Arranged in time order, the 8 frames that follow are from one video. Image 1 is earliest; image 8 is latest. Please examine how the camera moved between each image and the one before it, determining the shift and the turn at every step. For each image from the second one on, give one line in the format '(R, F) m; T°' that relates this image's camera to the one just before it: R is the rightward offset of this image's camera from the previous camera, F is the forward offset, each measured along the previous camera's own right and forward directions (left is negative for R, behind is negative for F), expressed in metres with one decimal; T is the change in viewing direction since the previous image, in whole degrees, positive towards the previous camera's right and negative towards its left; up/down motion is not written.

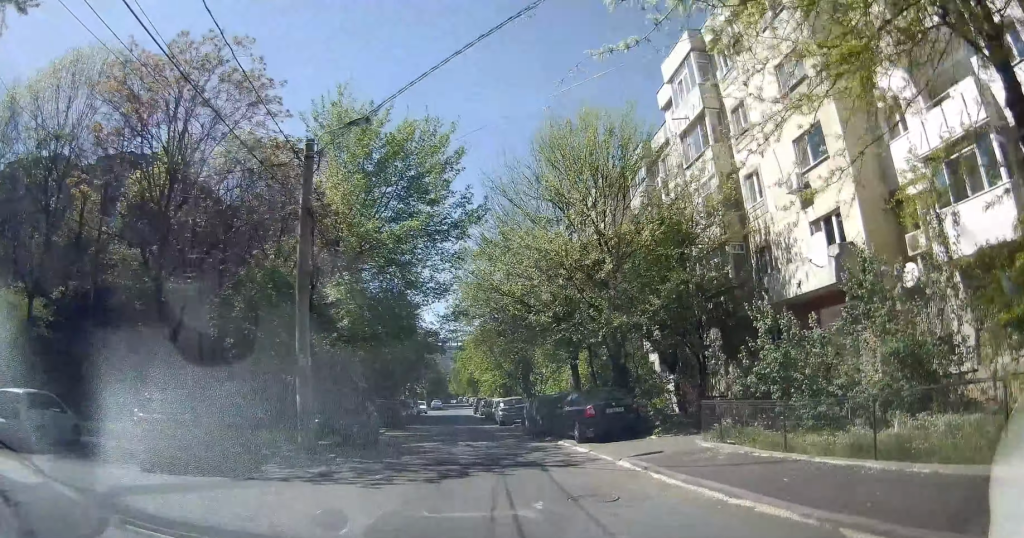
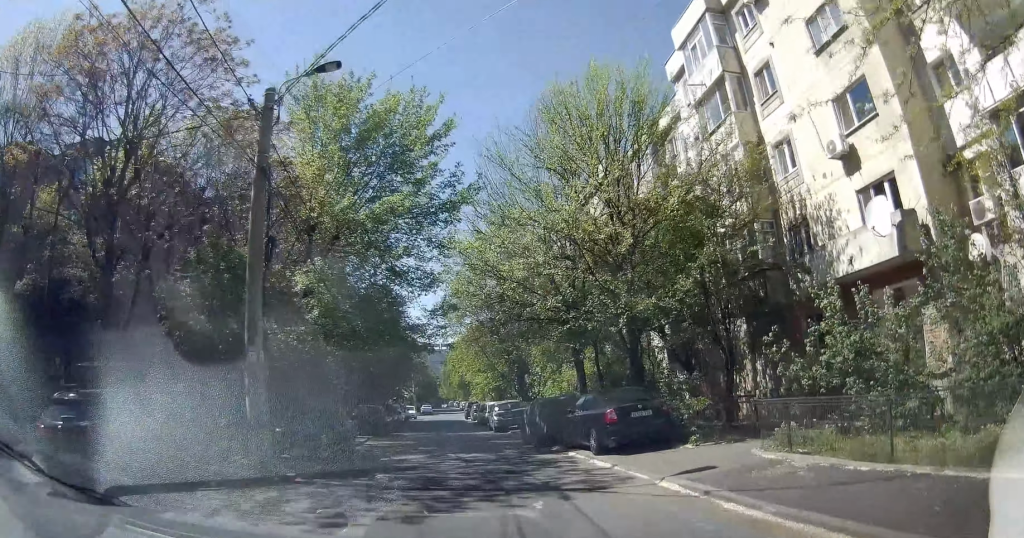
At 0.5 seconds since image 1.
(0.0, +1.8) m; +1°
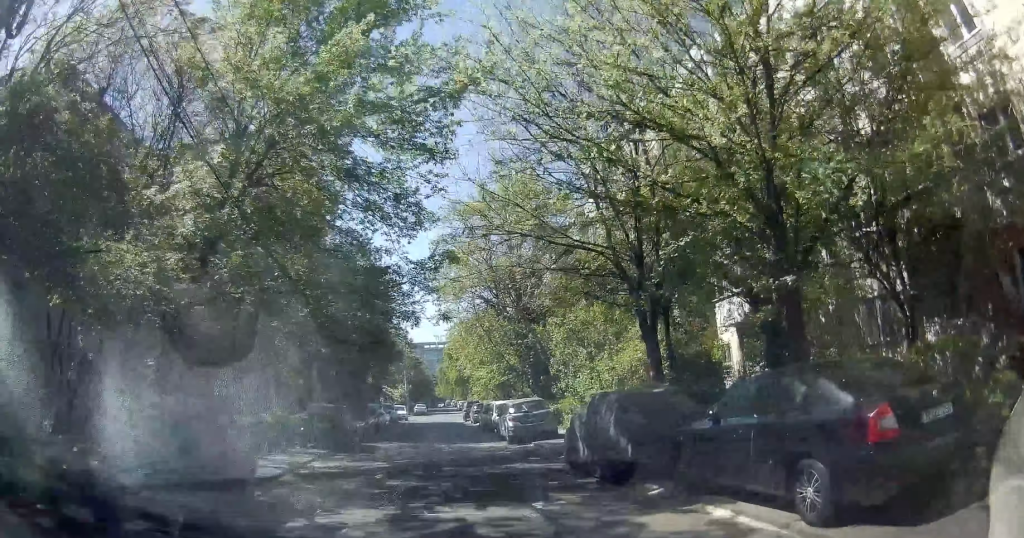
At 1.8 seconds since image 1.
(+0.1, +6.7) m; 0°
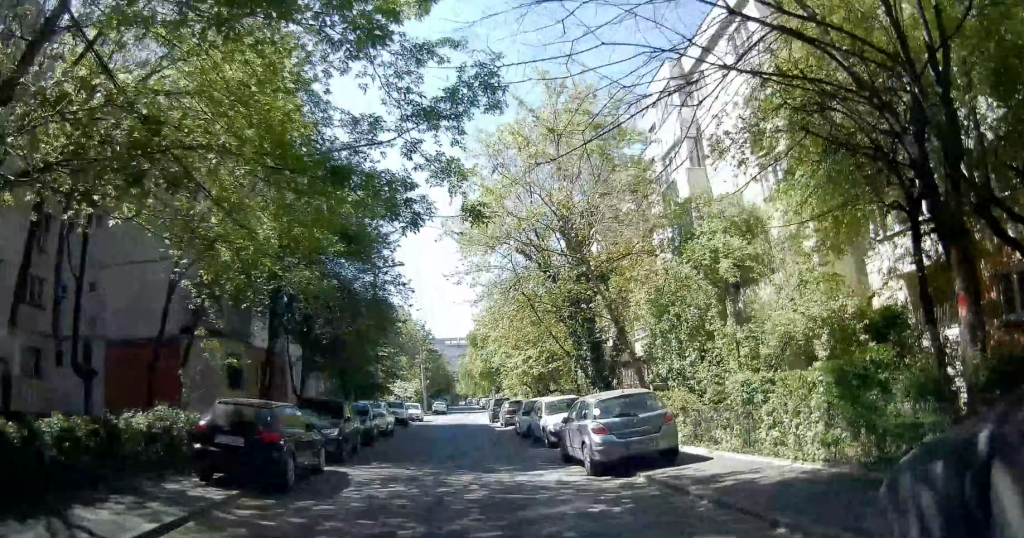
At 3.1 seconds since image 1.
(-0.3, +9.8) m; 0°
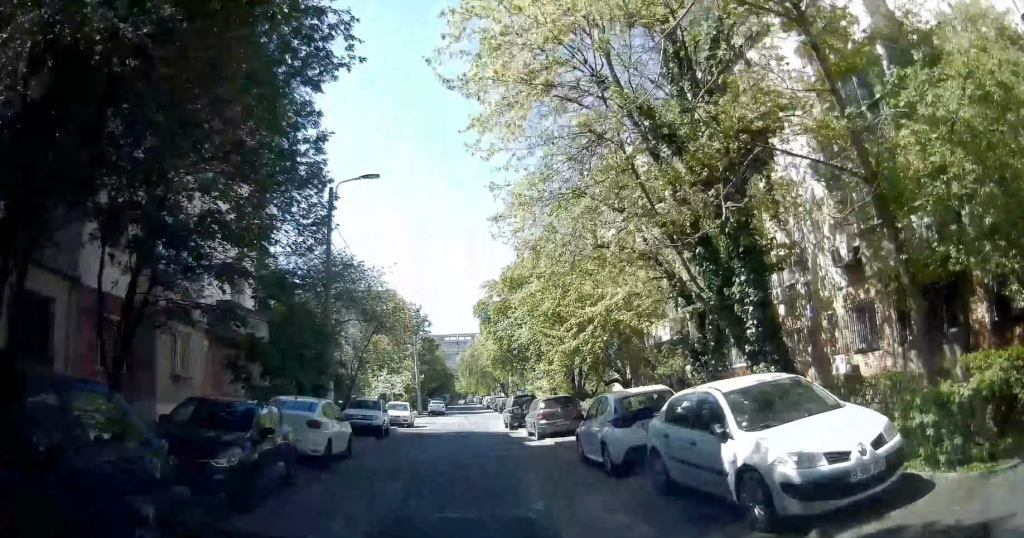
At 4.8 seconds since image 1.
(+0.6, +13.3) m; +3°
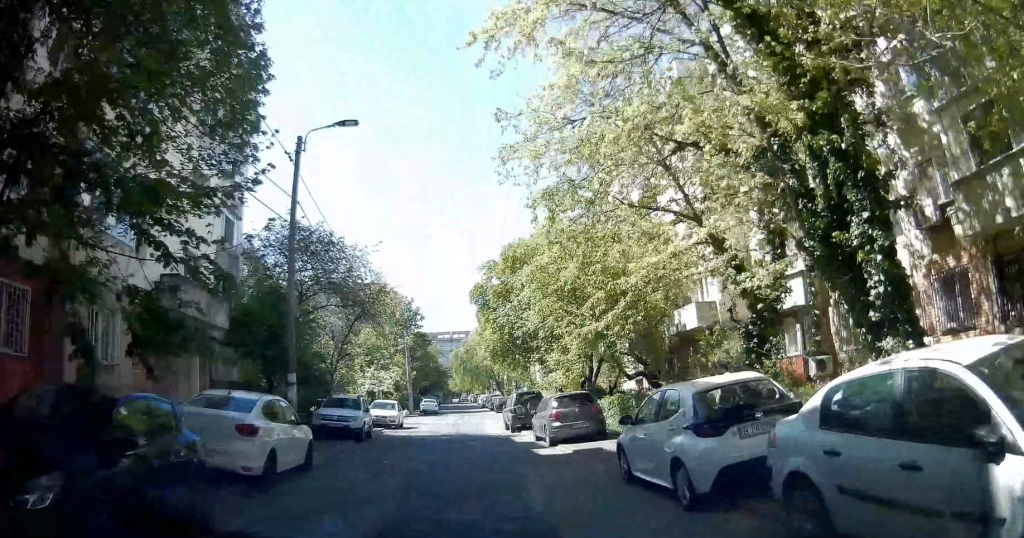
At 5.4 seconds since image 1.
(0.0, +4.2) m; +1°
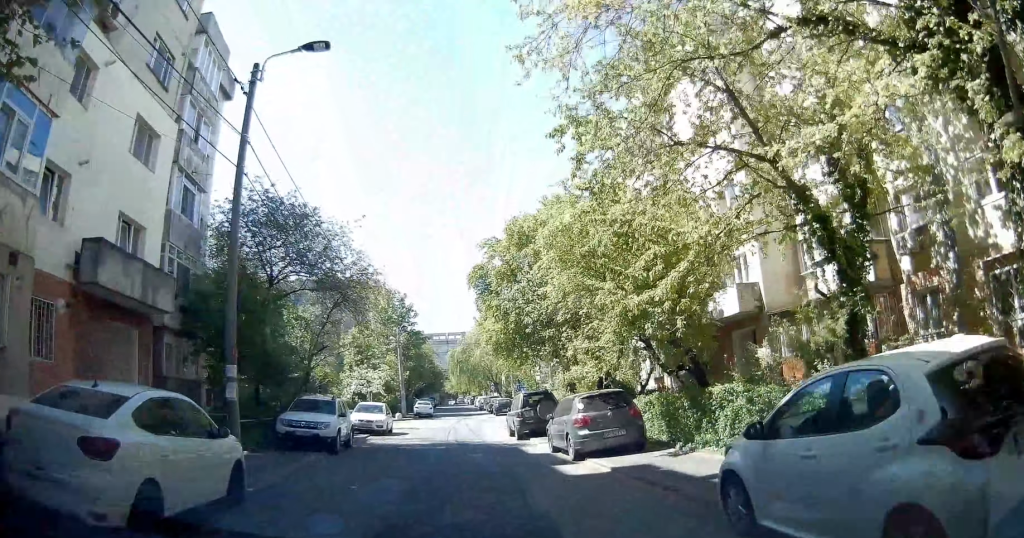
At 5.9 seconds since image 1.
(-0.1, +4.4) m; +2°
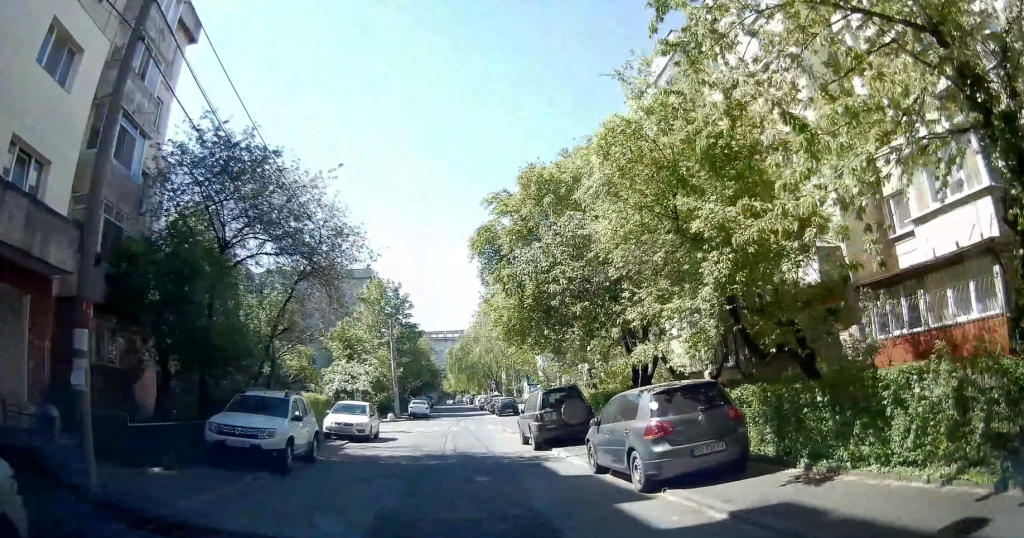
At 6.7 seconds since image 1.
(+0.3, +5.5) m; +3°
